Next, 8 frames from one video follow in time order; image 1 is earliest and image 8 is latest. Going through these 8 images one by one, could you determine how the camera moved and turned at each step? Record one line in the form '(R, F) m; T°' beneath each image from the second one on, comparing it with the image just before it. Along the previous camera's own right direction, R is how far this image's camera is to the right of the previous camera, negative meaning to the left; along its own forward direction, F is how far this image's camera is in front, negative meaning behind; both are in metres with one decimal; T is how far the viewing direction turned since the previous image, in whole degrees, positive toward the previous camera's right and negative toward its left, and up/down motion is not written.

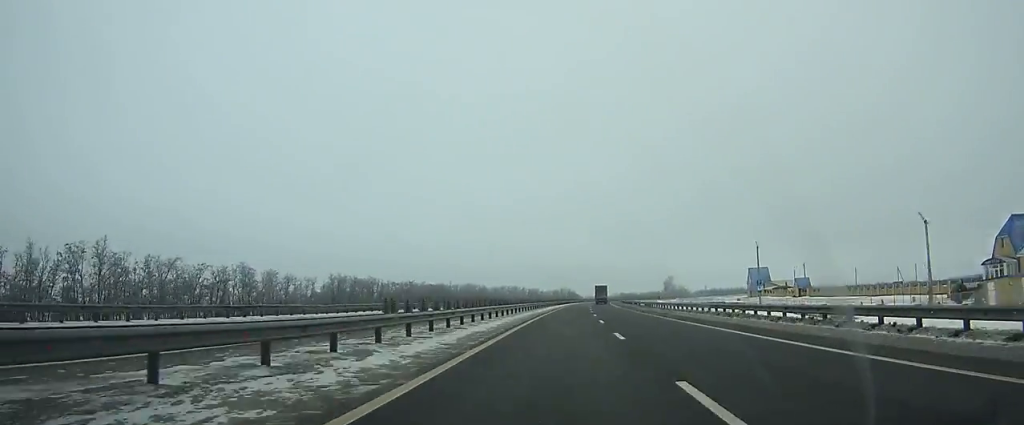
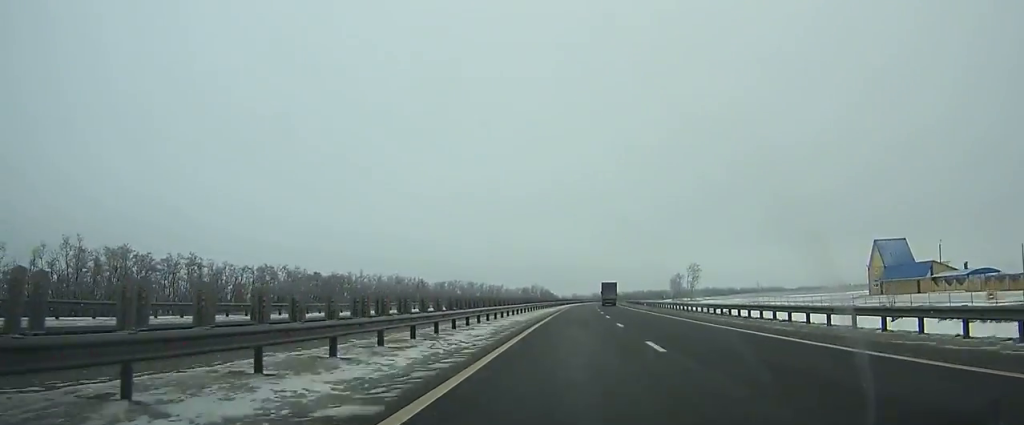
(+2.0, +99.8) m; +2°
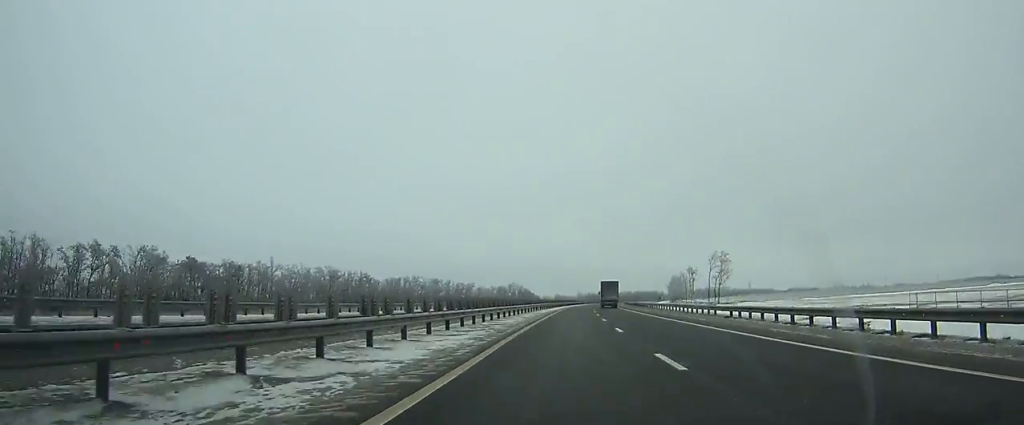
(+0.4, +51.5) m; +1°
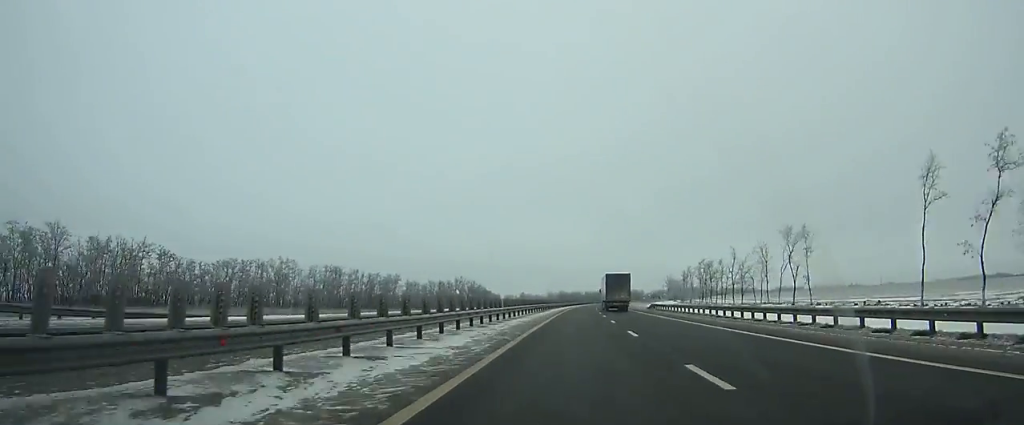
(+2.5, +98.6) m; +3°
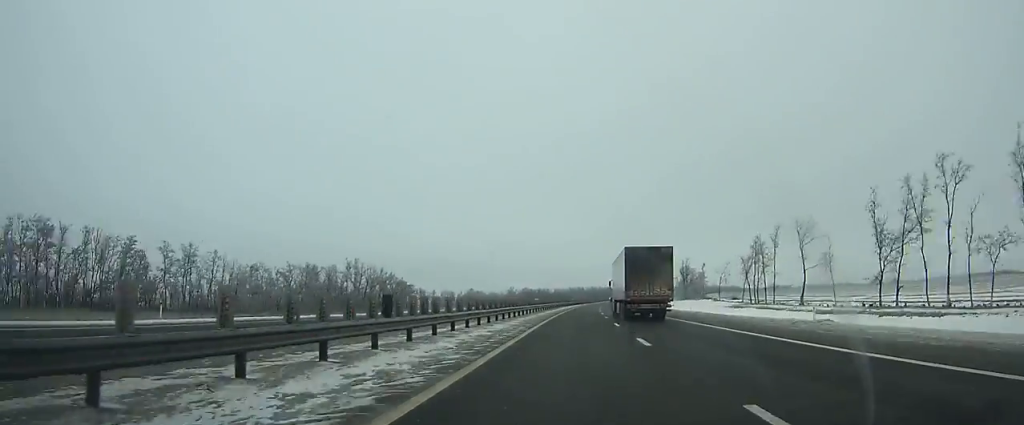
(+3.7, +113.7) m; +3°
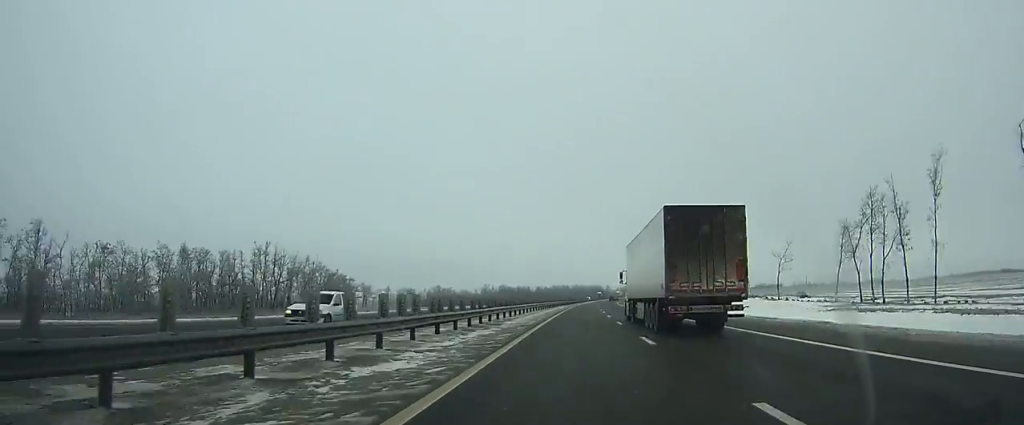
(+0.4, +49.0) m; +1°
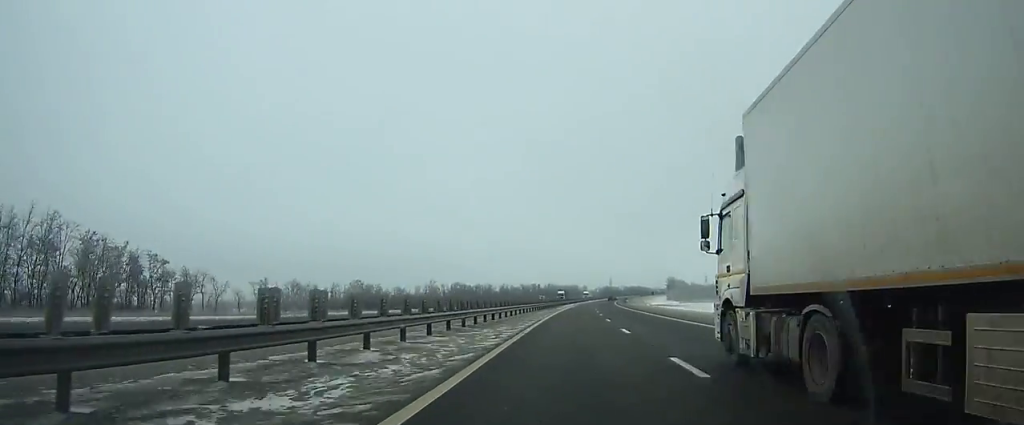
(+2.0, +81.2) m; +3°
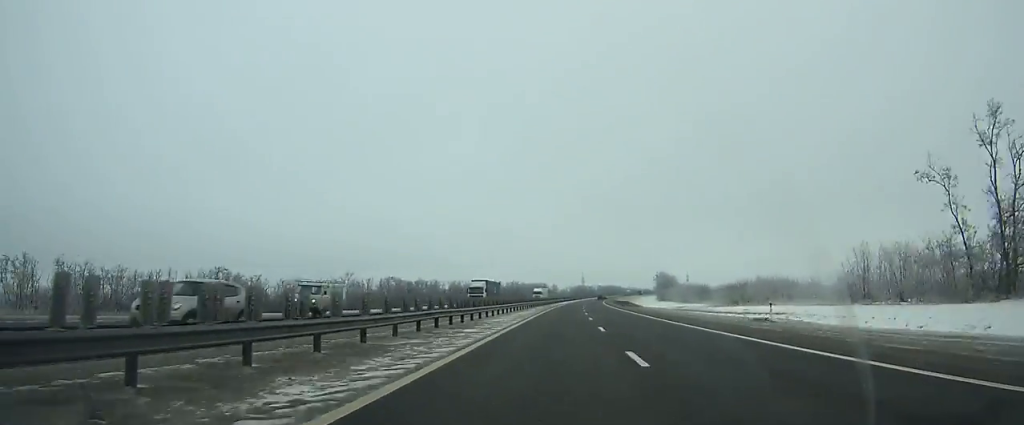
(+2.0, +72.4) m; +2°
